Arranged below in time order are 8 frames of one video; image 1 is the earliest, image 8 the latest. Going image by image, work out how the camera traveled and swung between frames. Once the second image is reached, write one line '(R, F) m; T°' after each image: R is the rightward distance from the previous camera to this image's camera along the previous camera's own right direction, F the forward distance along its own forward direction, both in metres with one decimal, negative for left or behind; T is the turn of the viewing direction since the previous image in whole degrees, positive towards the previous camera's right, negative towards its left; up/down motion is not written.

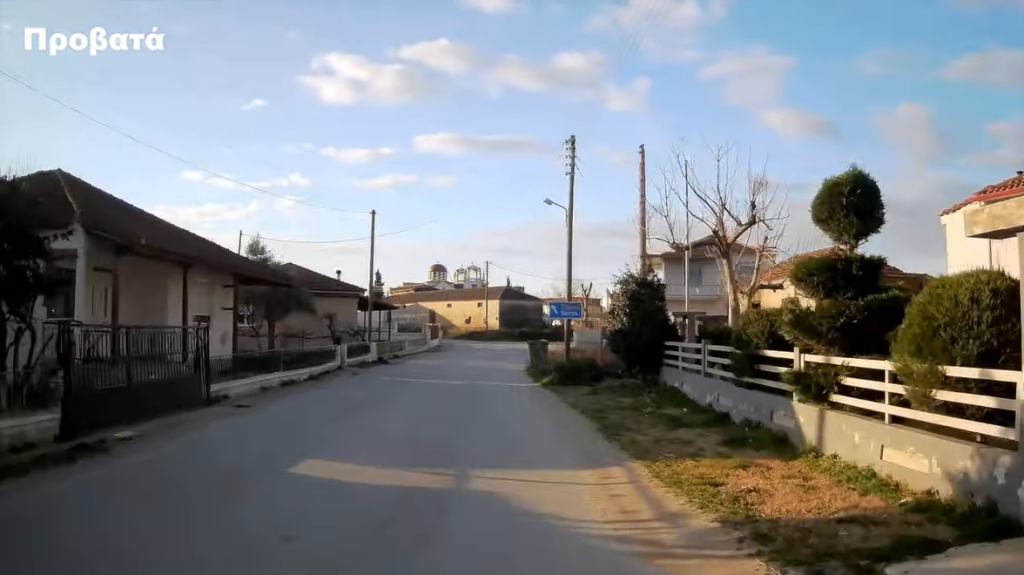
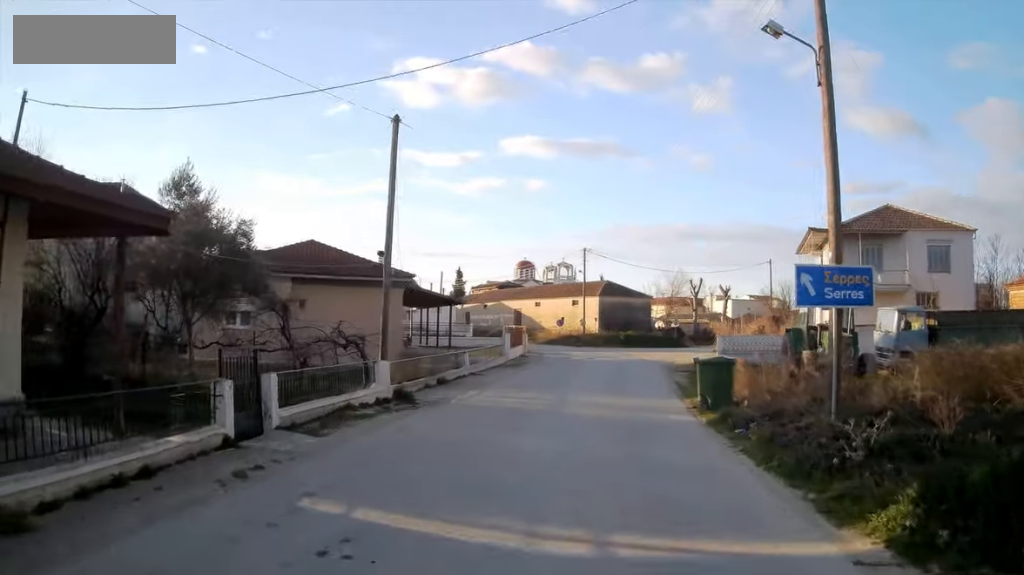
(-1.5, +11.8) m; -9°
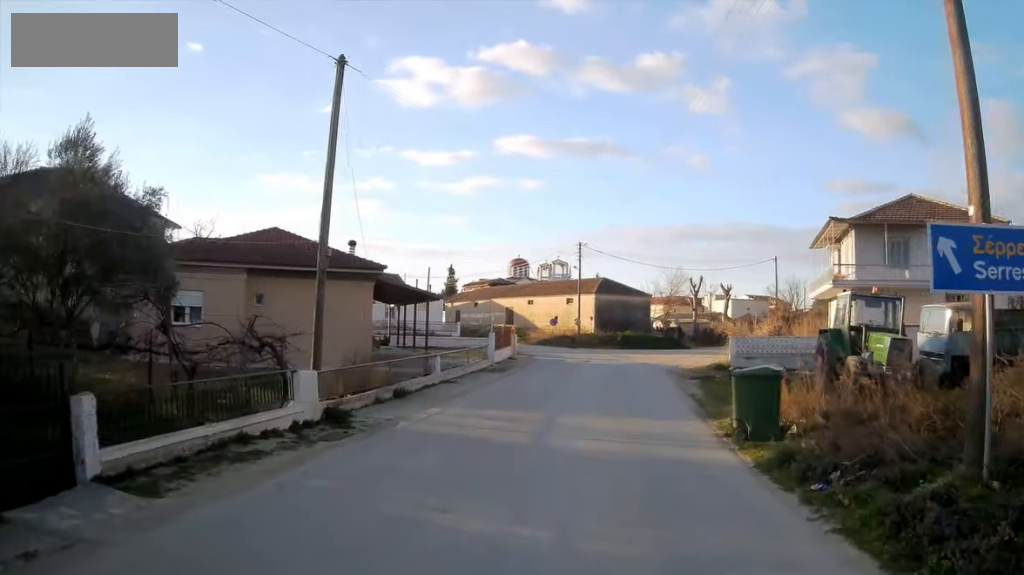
(-0.1, +3.6) m; +1°
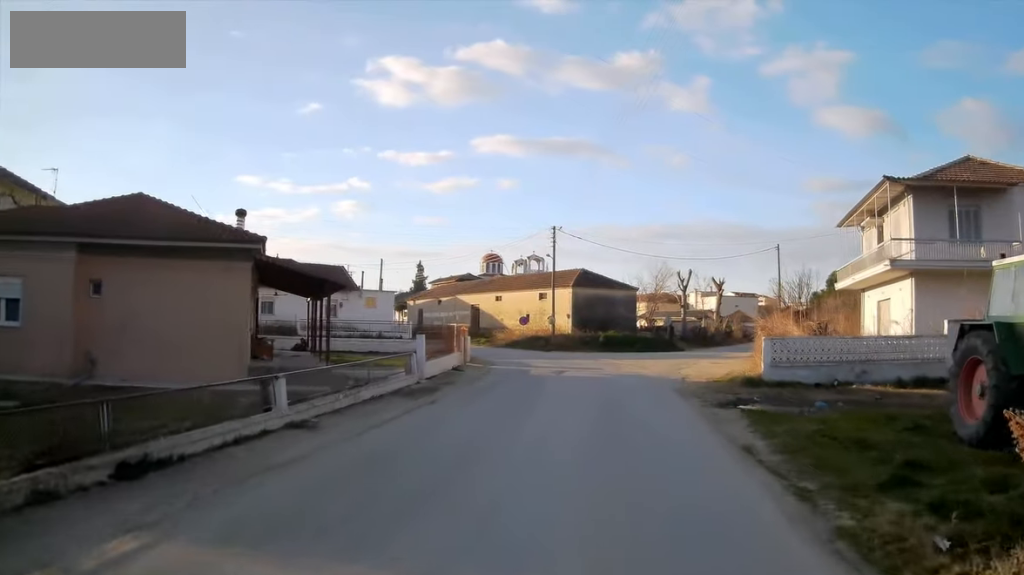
(+0.2, +8.4) m; +3°
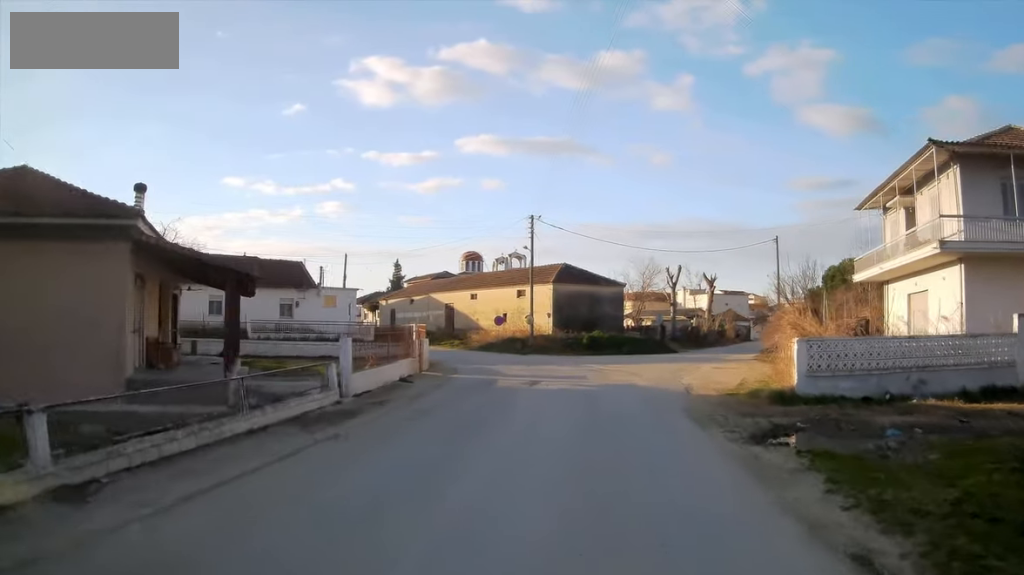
(0.0, +4.6) m; +1°
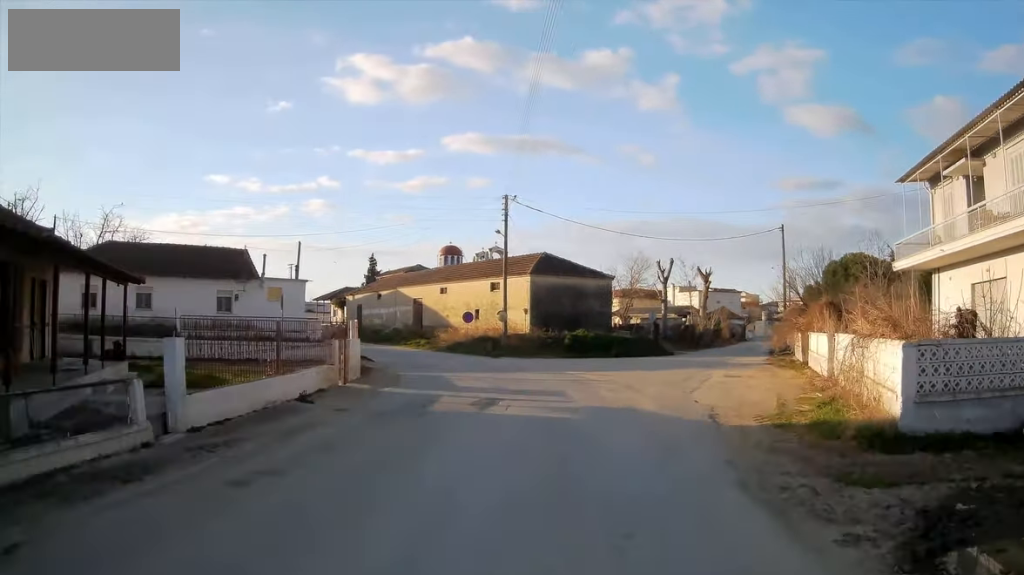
(0.0, +5.8) m; +1°
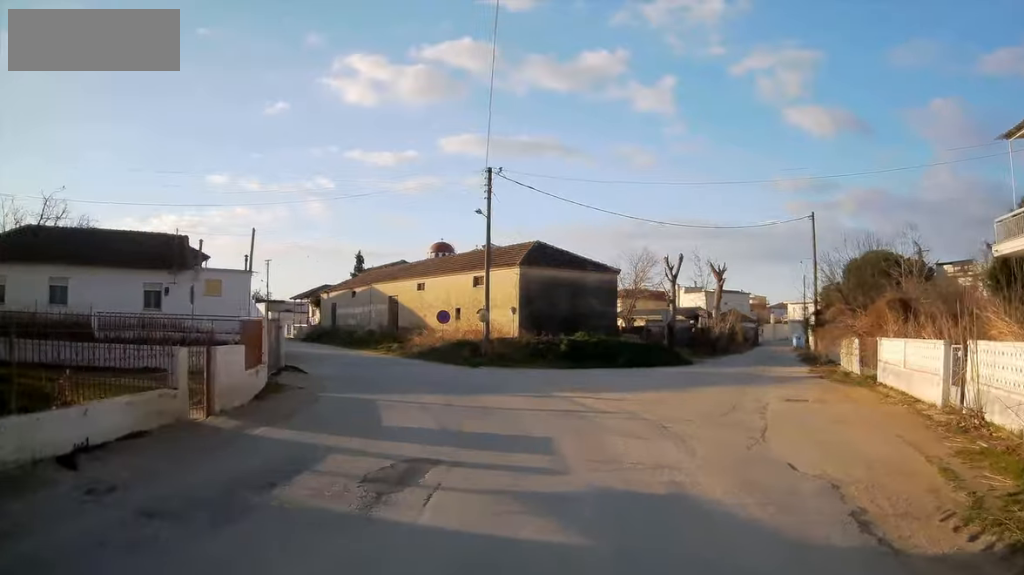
(+0.1, +6.9) m; +1°
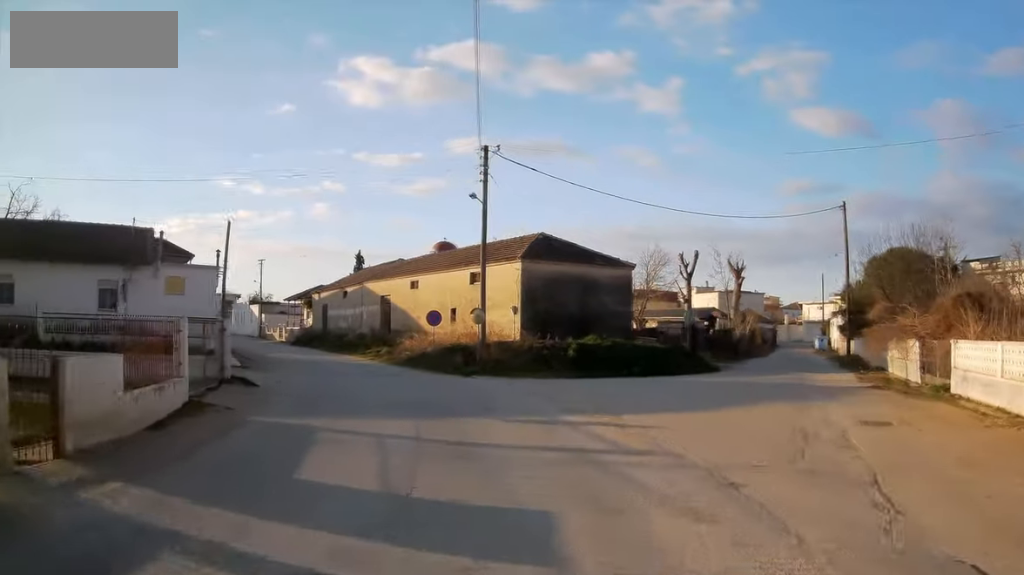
(0.0, +4.0) m; 0°
